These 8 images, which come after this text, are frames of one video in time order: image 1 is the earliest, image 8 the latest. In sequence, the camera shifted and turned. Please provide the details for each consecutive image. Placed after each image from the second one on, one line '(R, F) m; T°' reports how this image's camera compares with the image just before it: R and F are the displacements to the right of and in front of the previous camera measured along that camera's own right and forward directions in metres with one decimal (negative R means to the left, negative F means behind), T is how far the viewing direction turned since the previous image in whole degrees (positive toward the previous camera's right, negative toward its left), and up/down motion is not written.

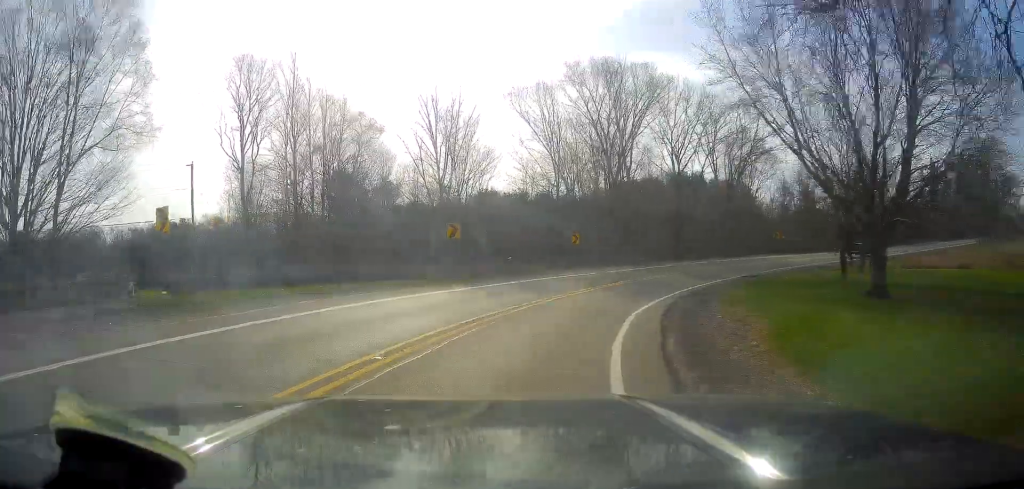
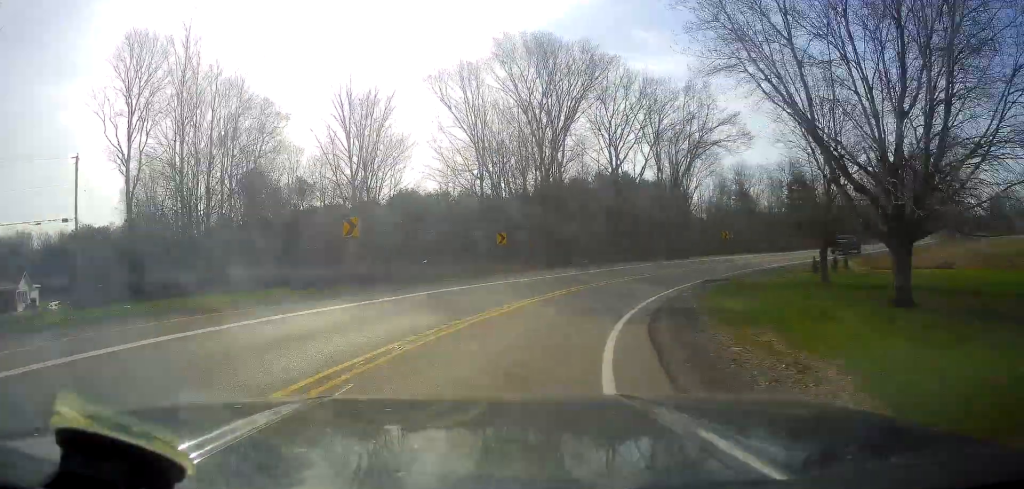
(+0.4, +6.3) m; +7°
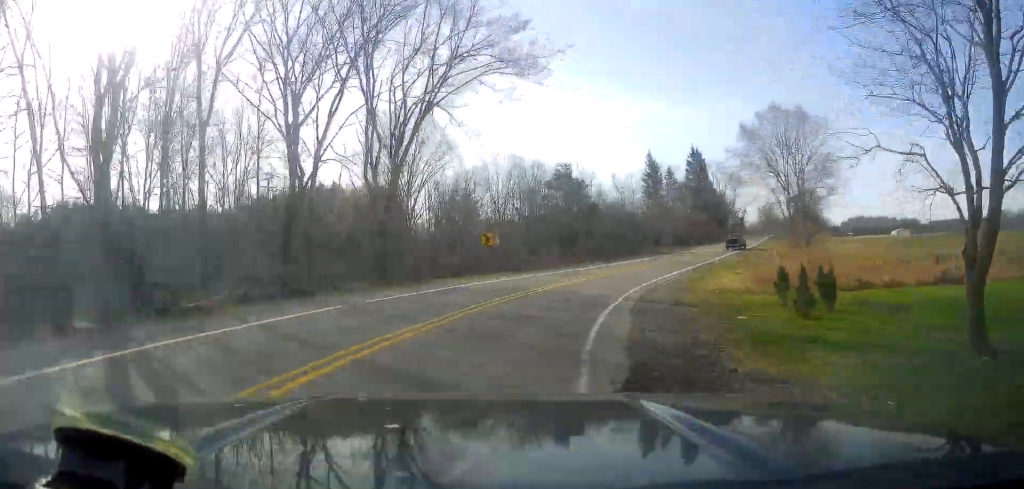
(+6.9, +25.6) m; +30°
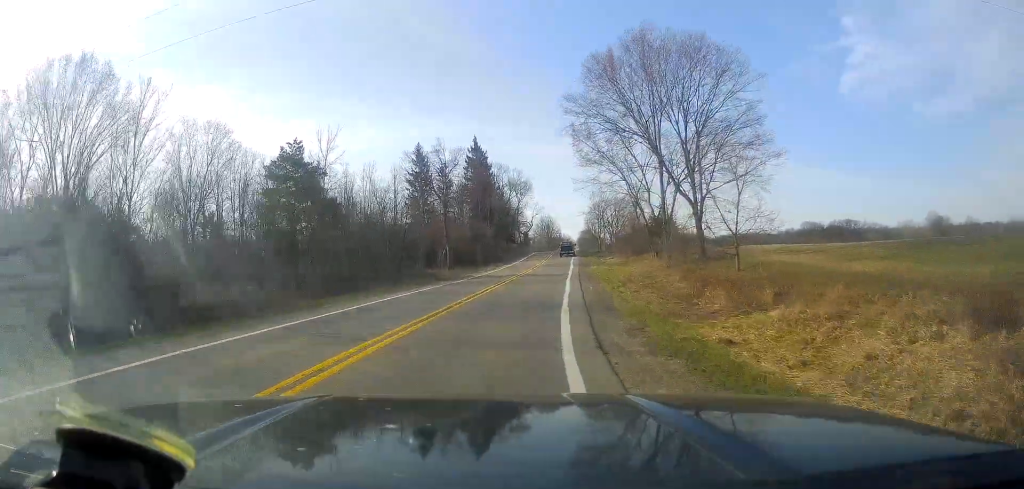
(+5.8, +28.3) m; +21°
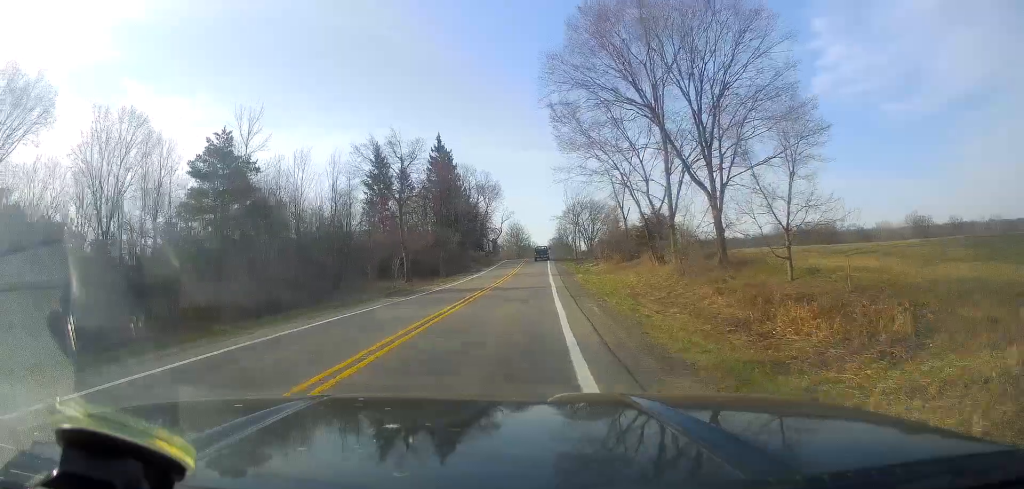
(+0.3, +8.9) m; +4°
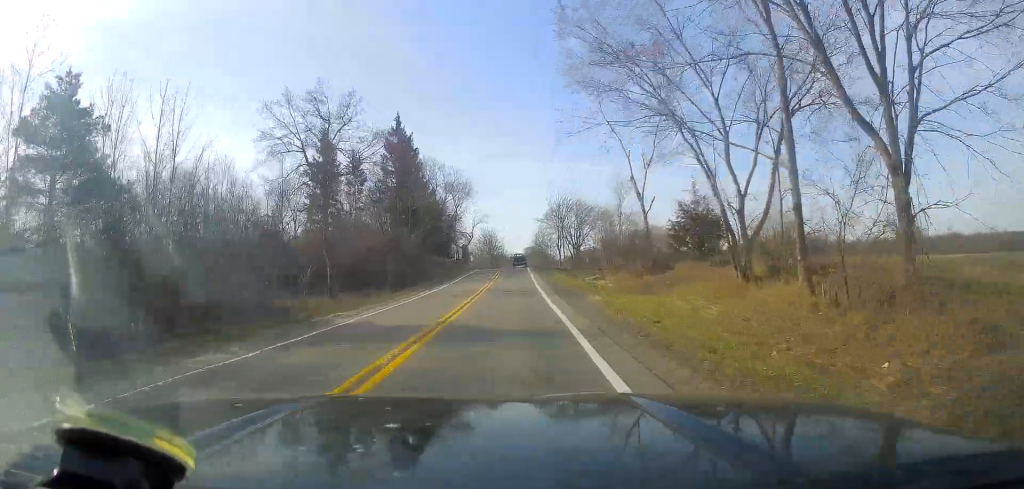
(+0.9, +17.0) m; +5°
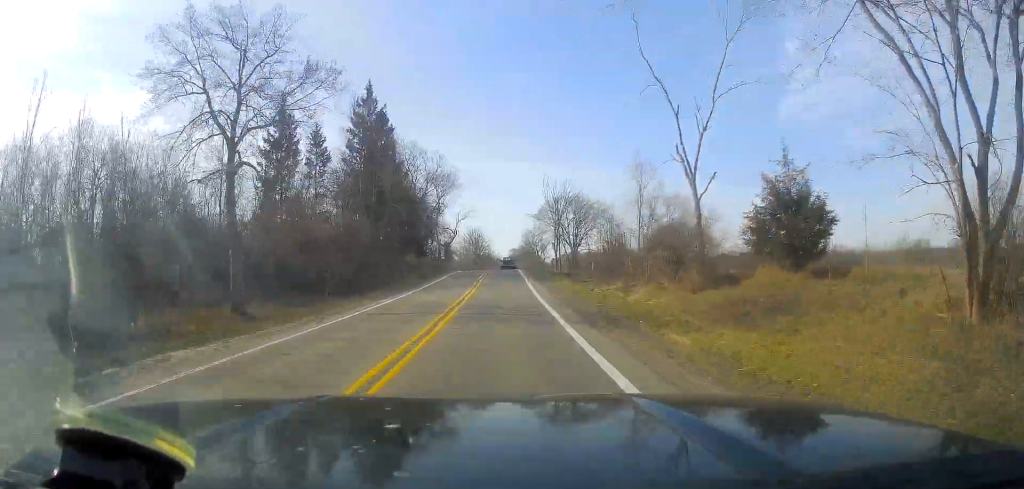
(+0.3, +12.5) m; +2°
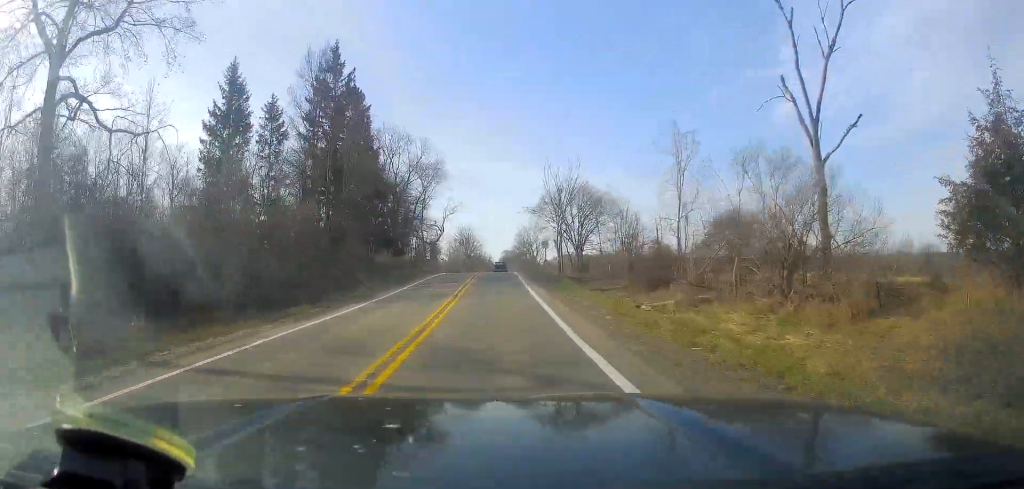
(+0.1, +11.7) m; +1°
